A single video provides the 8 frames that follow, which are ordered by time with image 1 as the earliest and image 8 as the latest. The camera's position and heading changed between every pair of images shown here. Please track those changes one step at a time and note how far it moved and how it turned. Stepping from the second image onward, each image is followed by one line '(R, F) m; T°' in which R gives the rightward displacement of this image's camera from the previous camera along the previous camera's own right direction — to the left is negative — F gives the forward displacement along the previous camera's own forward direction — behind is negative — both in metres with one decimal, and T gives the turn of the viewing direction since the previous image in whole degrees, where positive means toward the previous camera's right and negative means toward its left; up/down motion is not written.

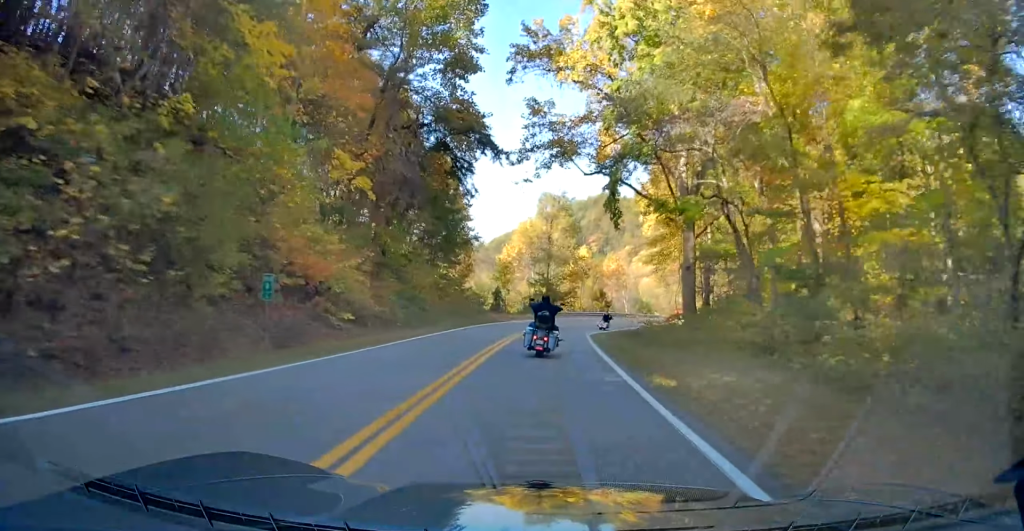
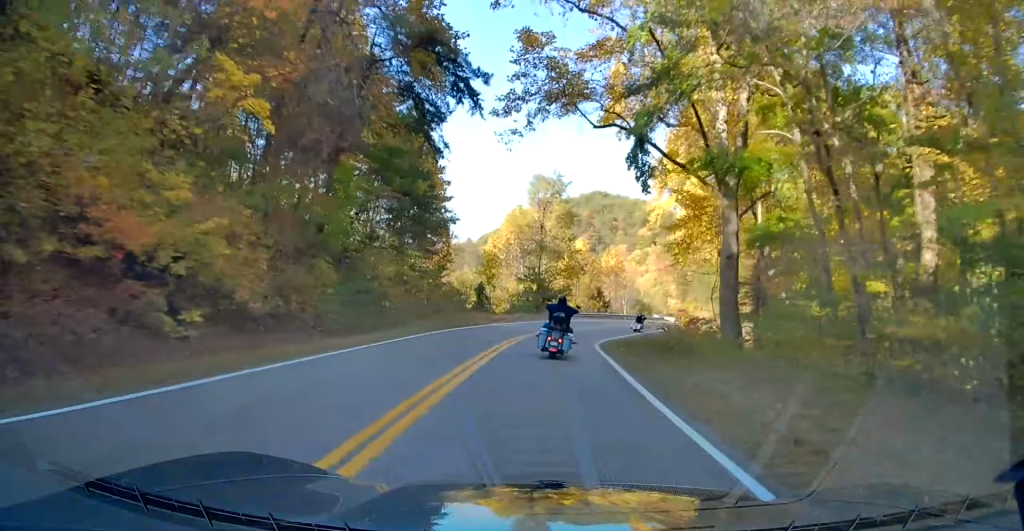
(+0.3, +10.2) m; +1°
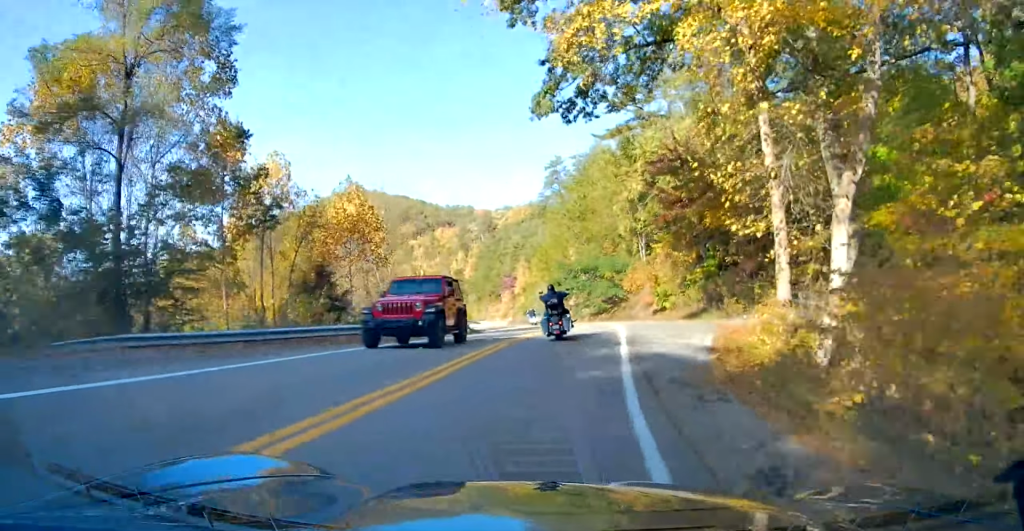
(+5.9, +48.8) m; +14°
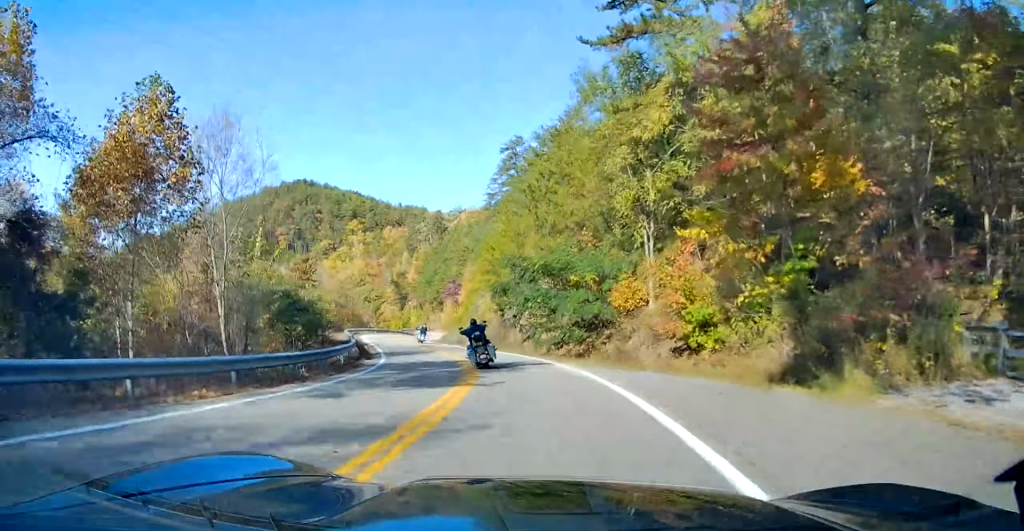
(+0.3, +19.1) m; +1°
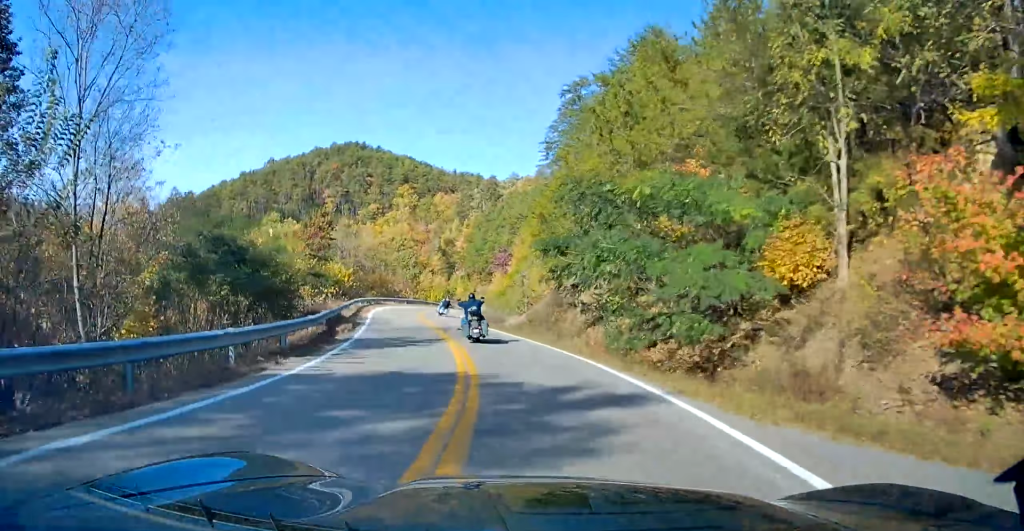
(0.0, +13.3) m; -1°
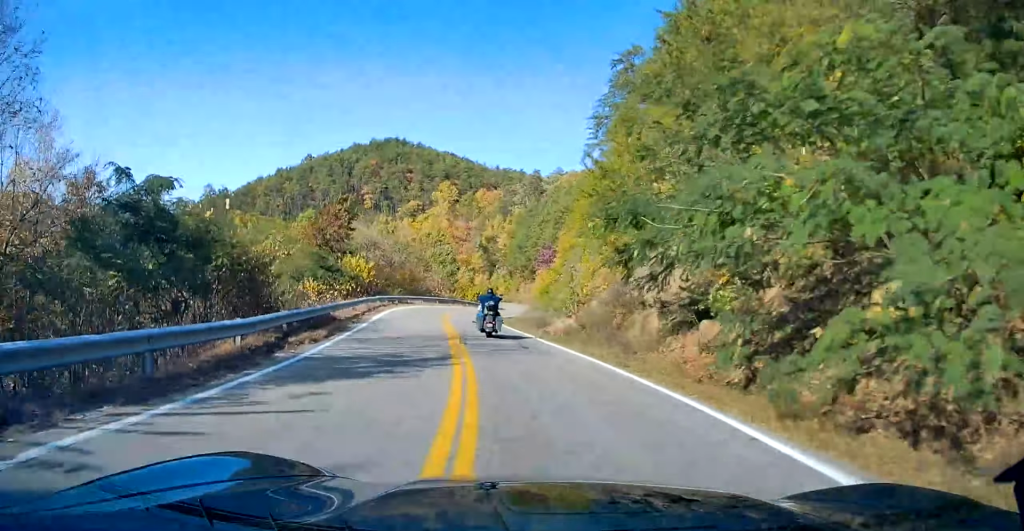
(+0.1, +7.9) m; -1°
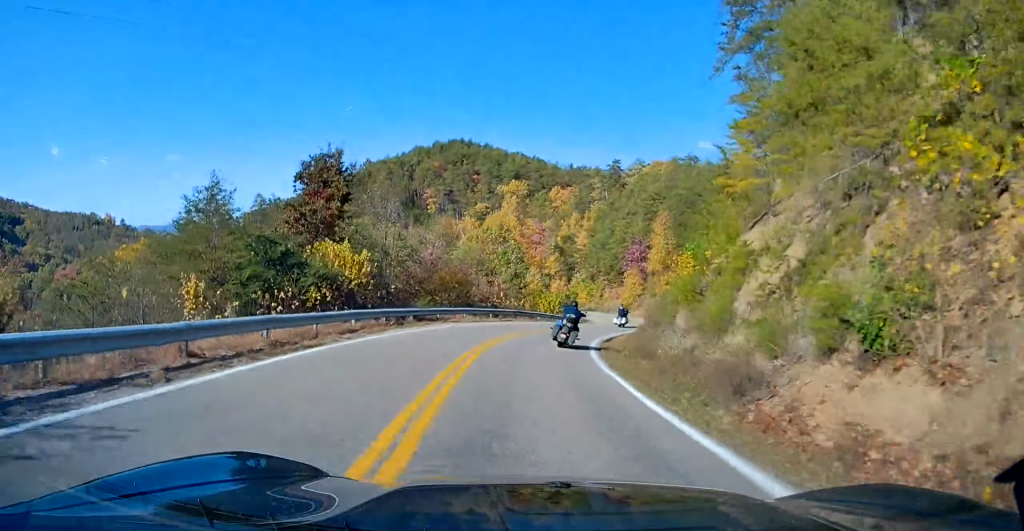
(-0.7, +22.1) m; -3°
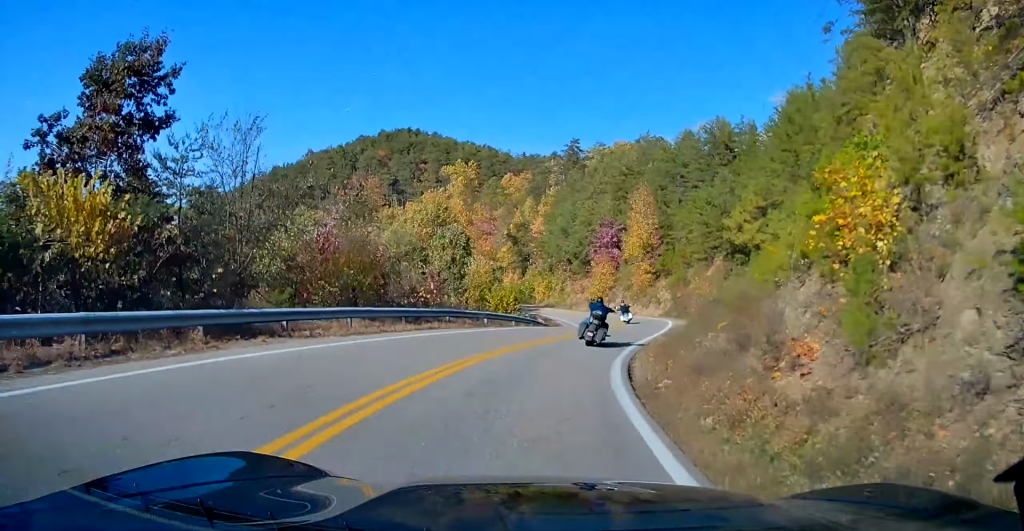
(0.0, +16.6) m; +4°
